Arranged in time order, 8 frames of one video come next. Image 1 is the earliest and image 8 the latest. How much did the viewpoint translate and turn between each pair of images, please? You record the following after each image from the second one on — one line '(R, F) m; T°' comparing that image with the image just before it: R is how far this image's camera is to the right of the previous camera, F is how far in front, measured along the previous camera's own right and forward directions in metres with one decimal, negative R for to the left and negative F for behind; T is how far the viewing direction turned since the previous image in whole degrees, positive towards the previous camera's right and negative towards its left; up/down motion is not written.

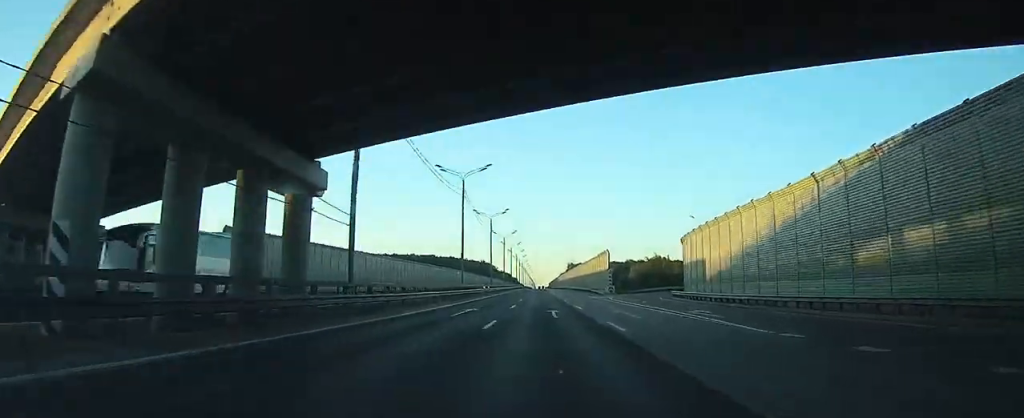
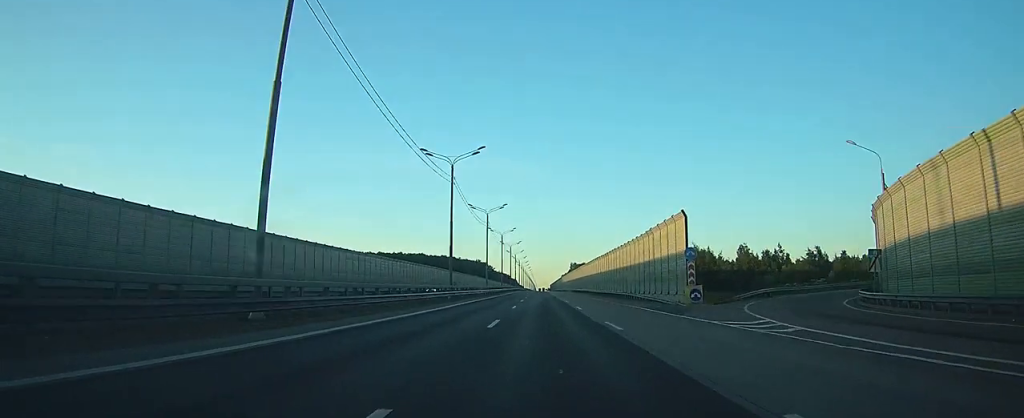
(-0.1, +46.5) m; 0°
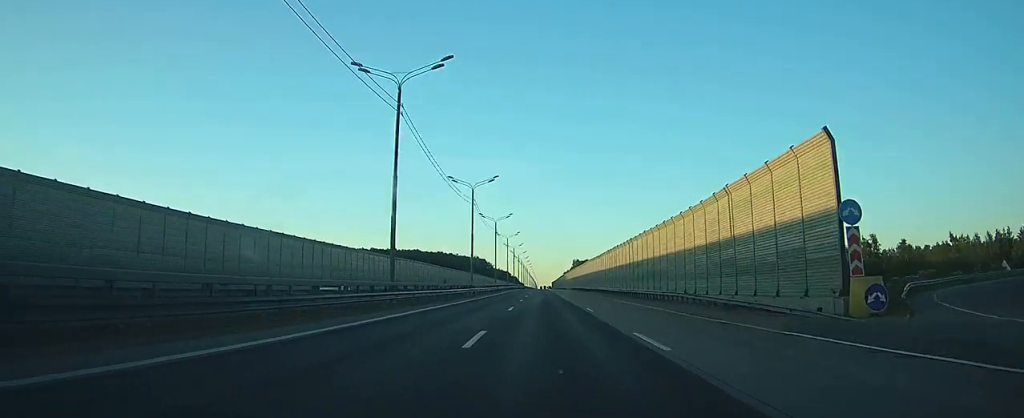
(+0.1, +22.2) m; 0°
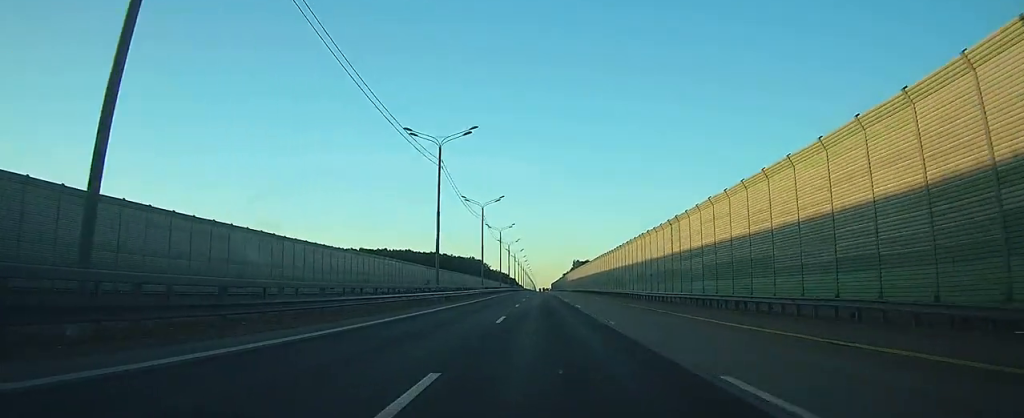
(+0.1, +23.2) m; 0°
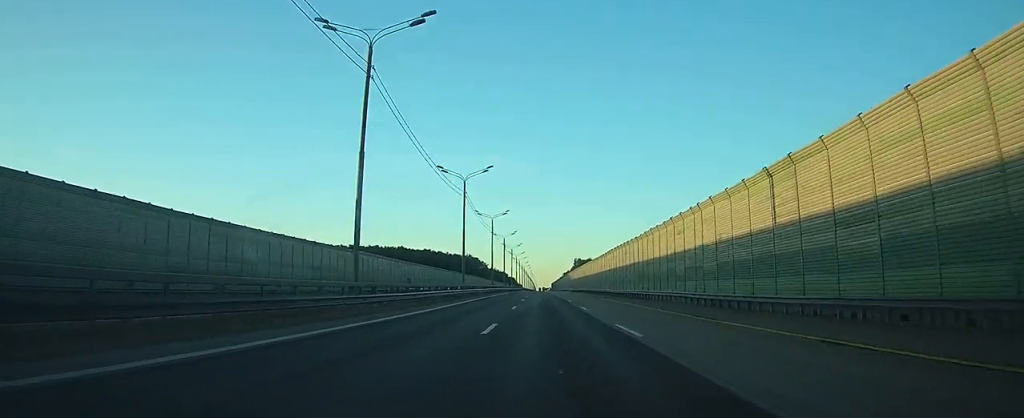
(+0.1, +21.2) m; 0°
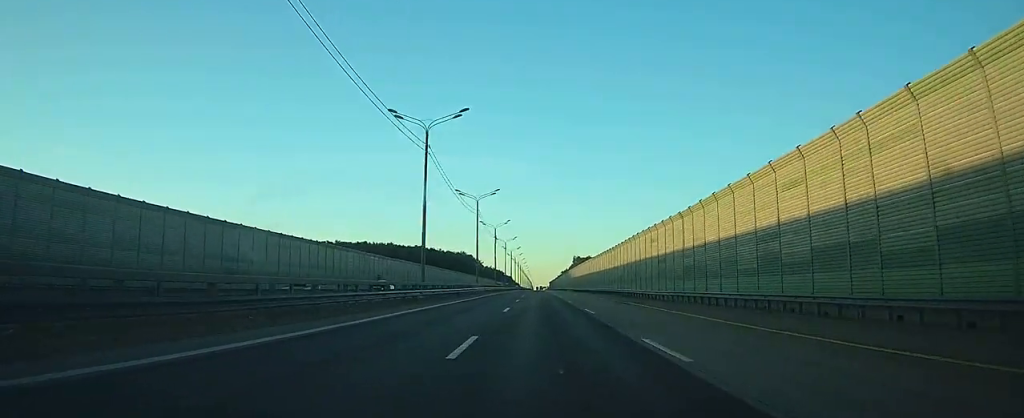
(0.0, +21.2) m; 0°
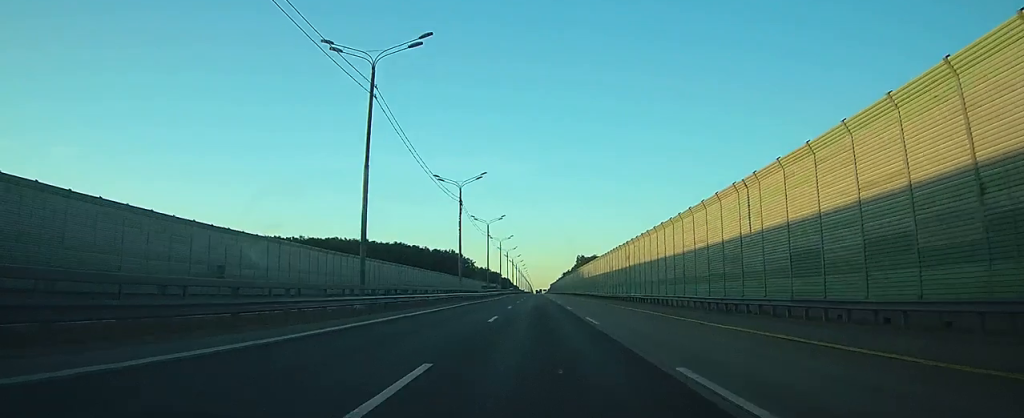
(0.0, +52.4) m; 0°
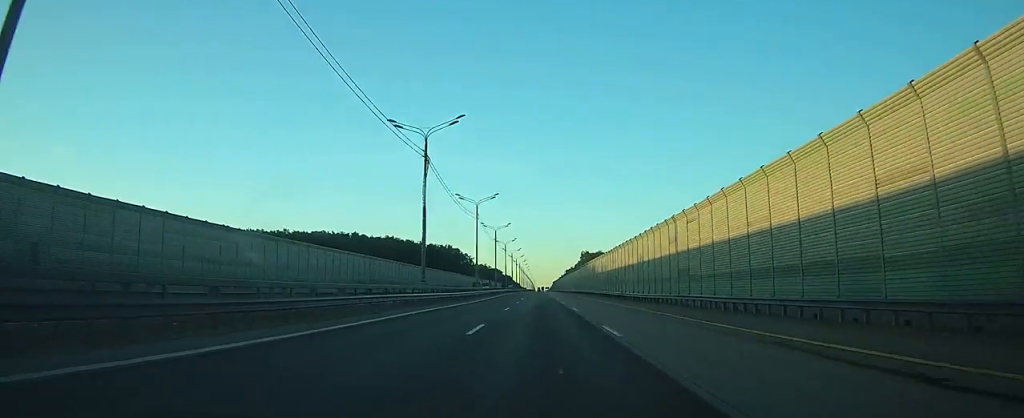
(+0.1, +22.1) m; 0°
